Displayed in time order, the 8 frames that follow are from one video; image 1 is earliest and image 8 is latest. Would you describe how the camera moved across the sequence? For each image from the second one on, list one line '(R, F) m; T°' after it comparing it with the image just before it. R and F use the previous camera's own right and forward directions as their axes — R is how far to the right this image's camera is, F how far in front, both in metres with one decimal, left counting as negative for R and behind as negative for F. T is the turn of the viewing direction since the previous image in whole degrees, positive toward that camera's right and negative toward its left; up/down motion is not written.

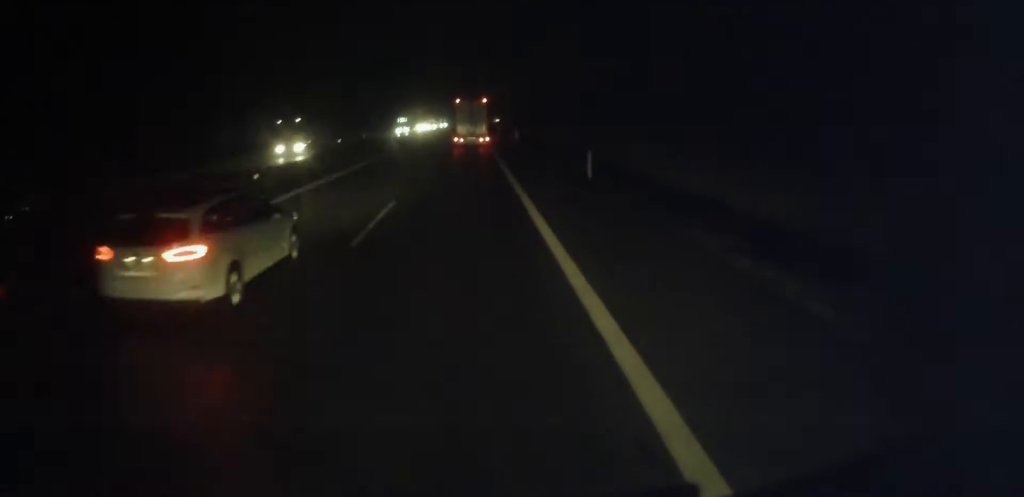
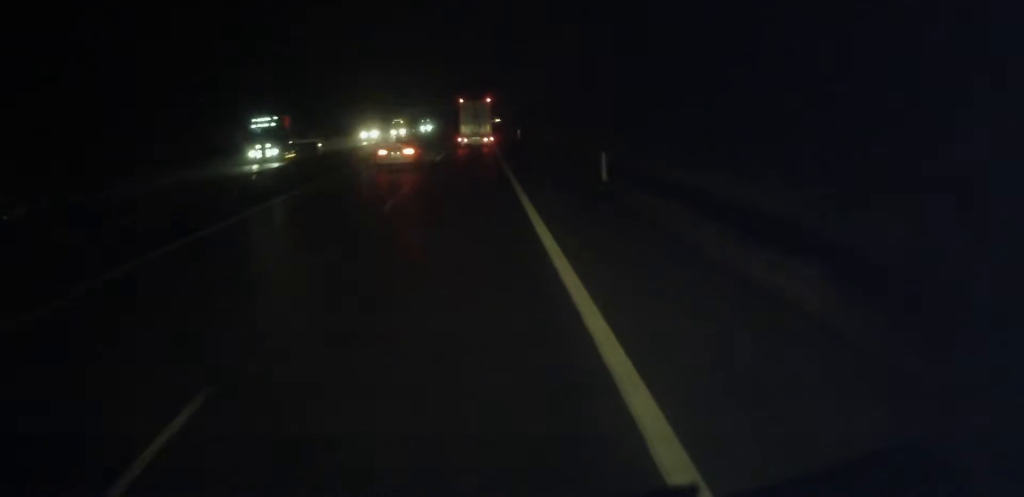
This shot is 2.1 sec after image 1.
(+0.1, +50.9) m; 0°
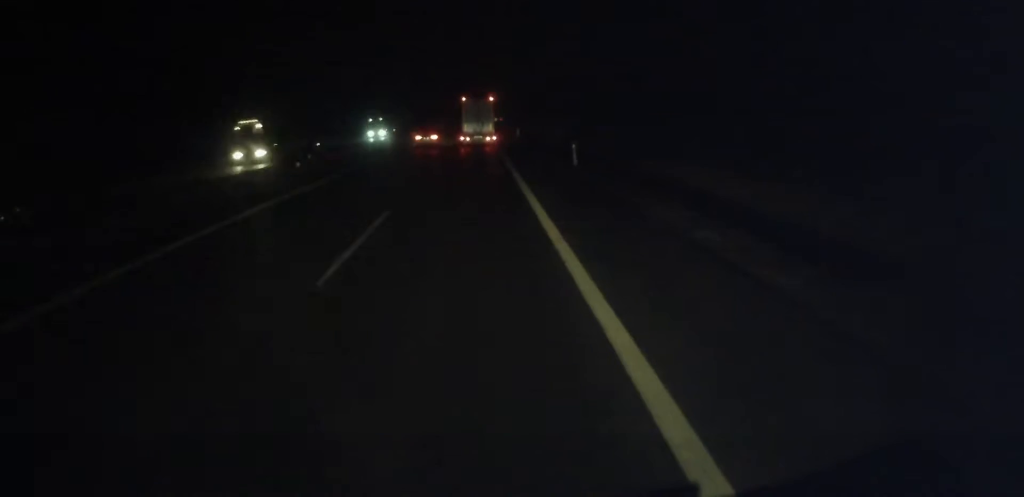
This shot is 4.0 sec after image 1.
(0.0, +44.4) m; 0°
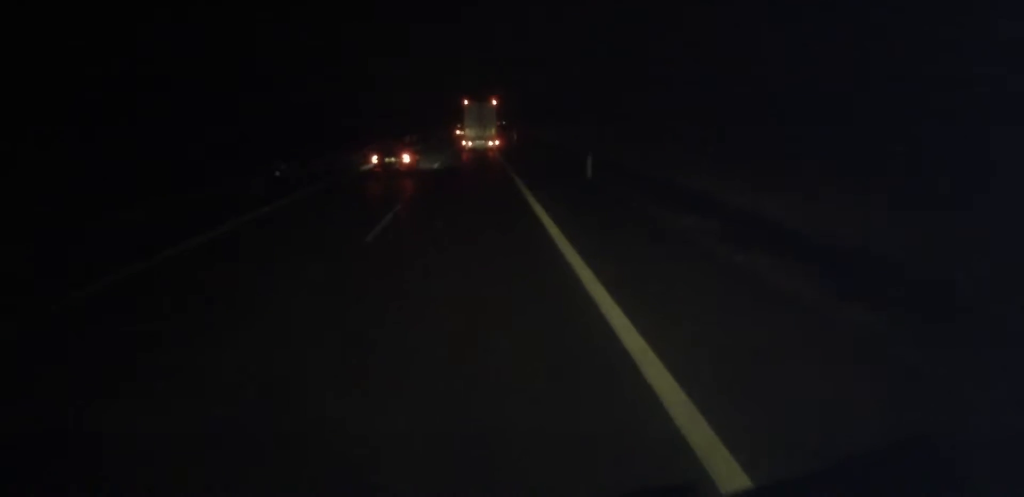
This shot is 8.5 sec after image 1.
(+0.7, +106.7) m; +1°
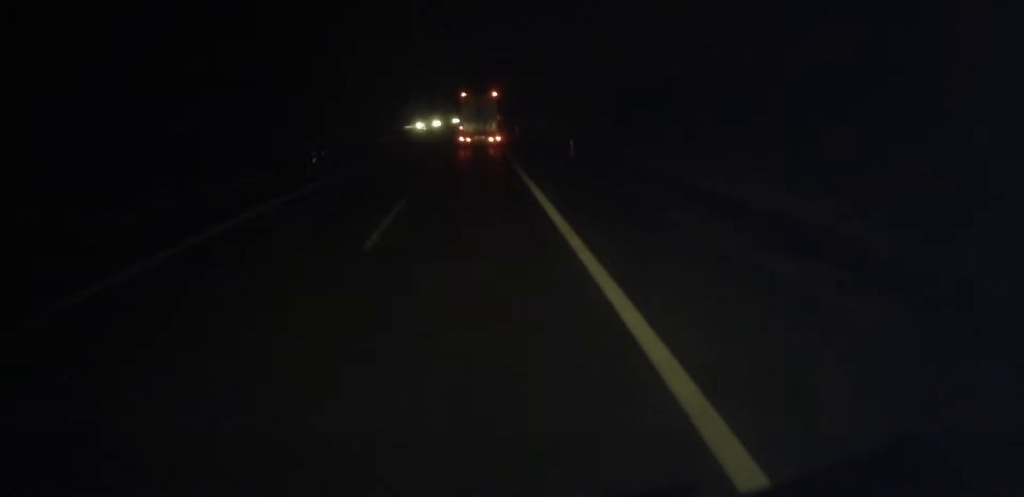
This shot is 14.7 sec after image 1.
(+1.1, +143.9) m; +1°
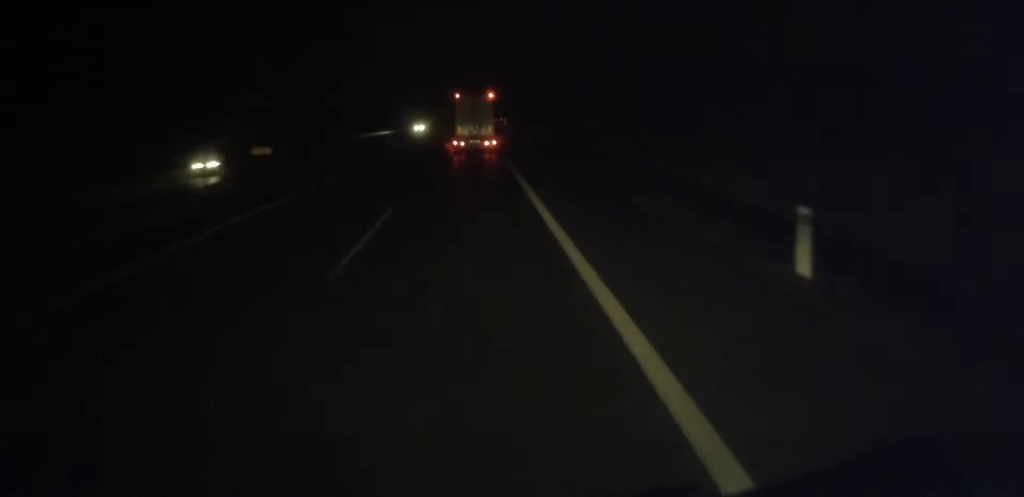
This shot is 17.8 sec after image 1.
(+0.4, +72.0) m; 0°
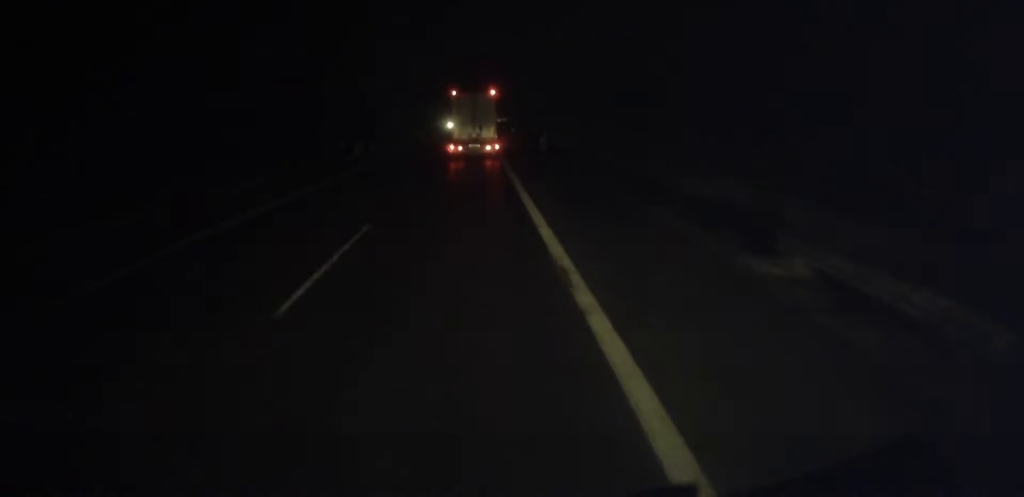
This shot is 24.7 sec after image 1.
(+1.2, +163.4) m; +1°
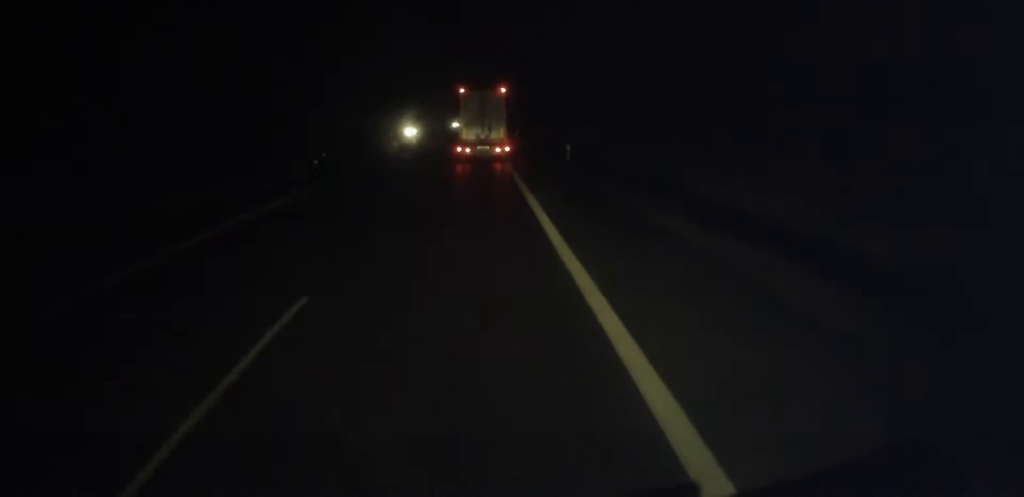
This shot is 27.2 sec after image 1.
(+0.1, +59.9) m; 0°
